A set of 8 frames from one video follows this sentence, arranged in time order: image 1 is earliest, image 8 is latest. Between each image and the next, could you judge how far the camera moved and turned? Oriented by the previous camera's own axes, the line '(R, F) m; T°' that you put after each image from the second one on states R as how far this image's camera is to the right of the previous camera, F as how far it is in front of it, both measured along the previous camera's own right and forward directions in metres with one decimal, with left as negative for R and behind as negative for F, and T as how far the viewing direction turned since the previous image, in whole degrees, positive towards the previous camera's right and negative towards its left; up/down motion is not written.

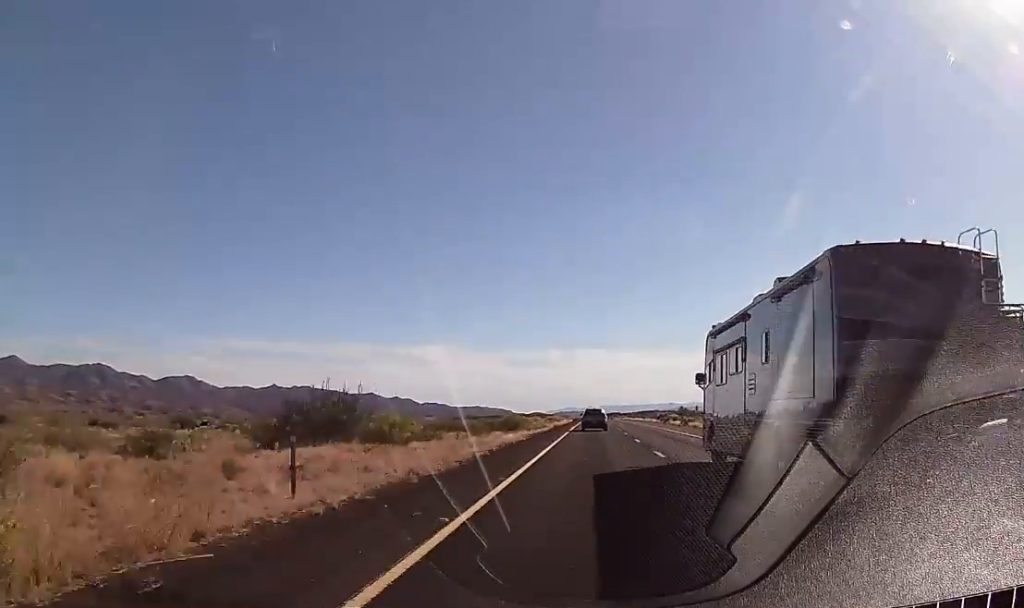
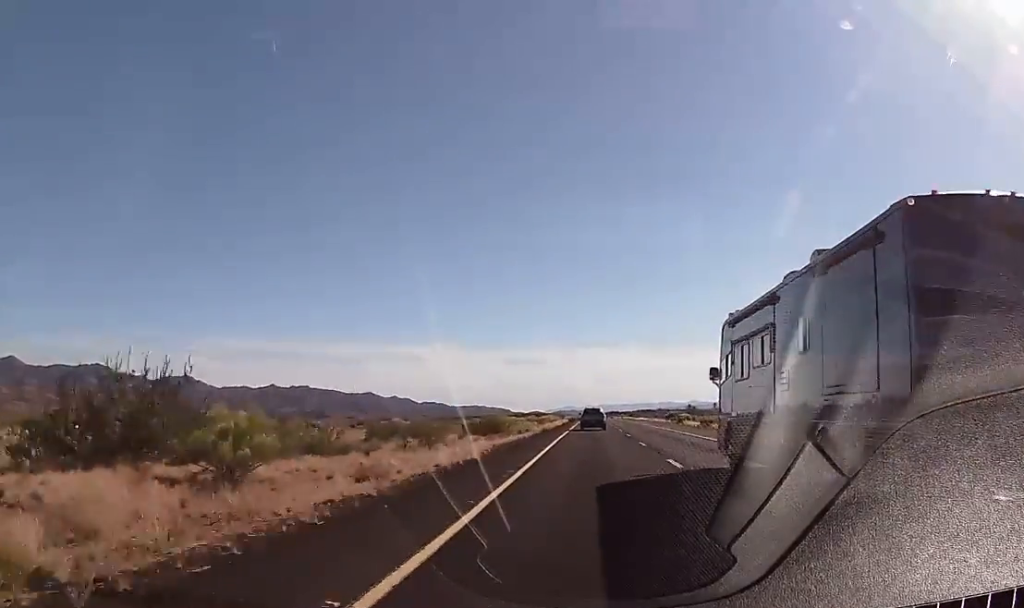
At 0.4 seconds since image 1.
(-0.1, +16.4) m; 0°
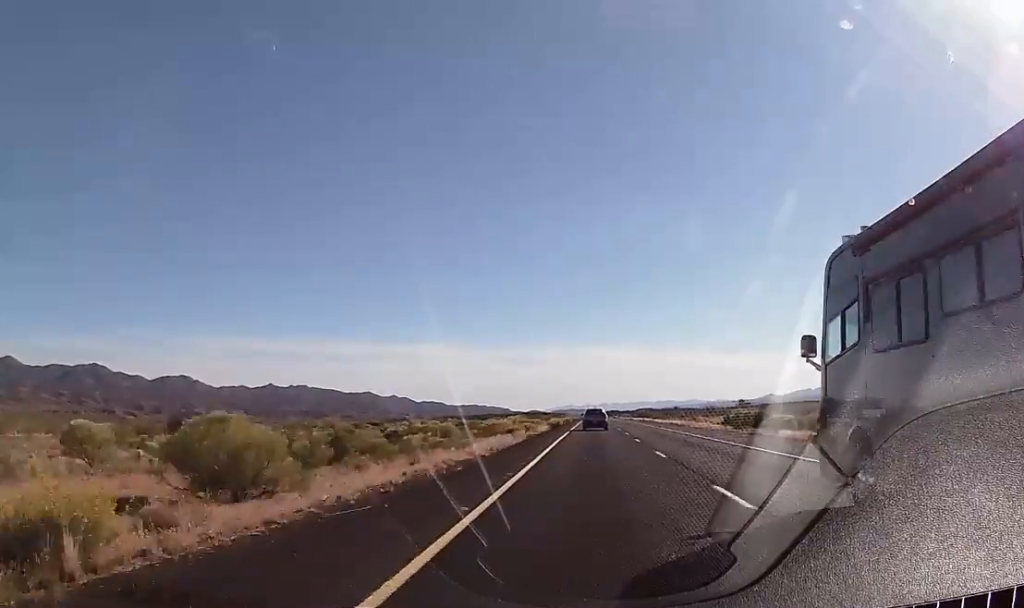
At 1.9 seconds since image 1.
(+0.3, +57.0) m; 0°
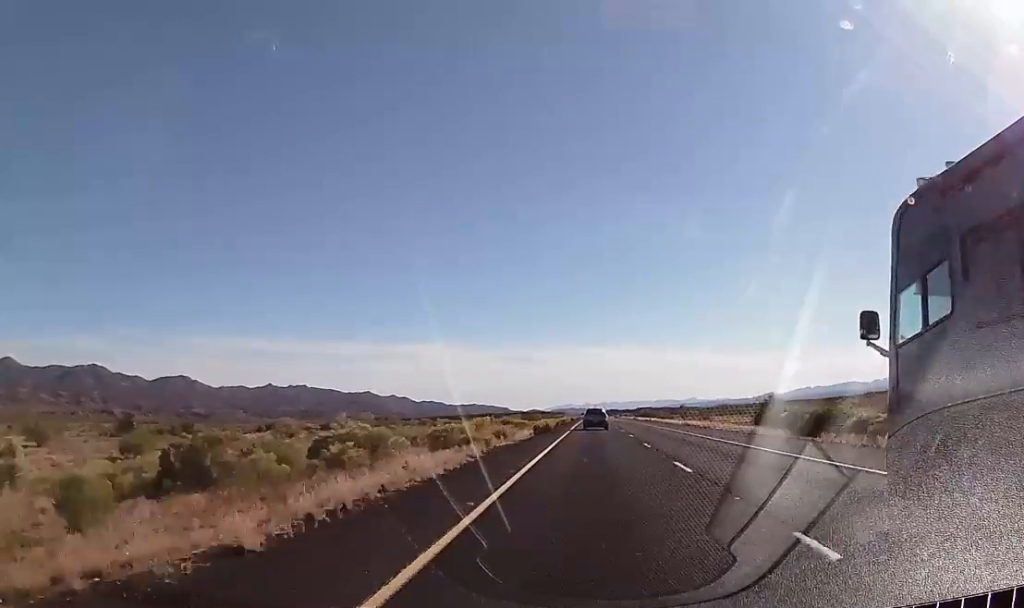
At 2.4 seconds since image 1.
(-0.1, +17.8) m; 0°
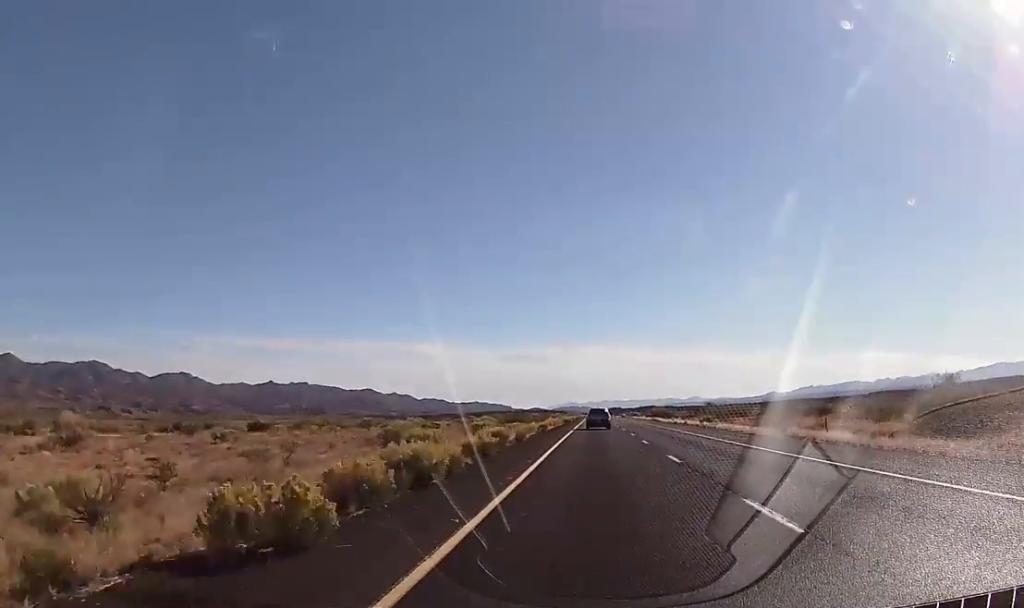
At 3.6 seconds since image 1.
(0.0, +44.4) m; 0°
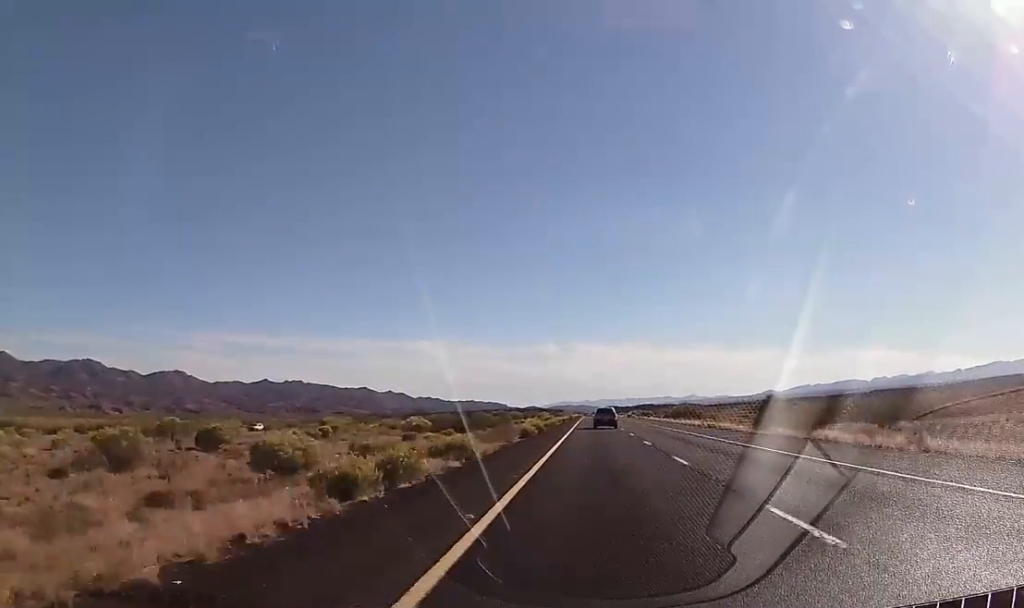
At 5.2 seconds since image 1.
(0.0, +60.7) m; 0°
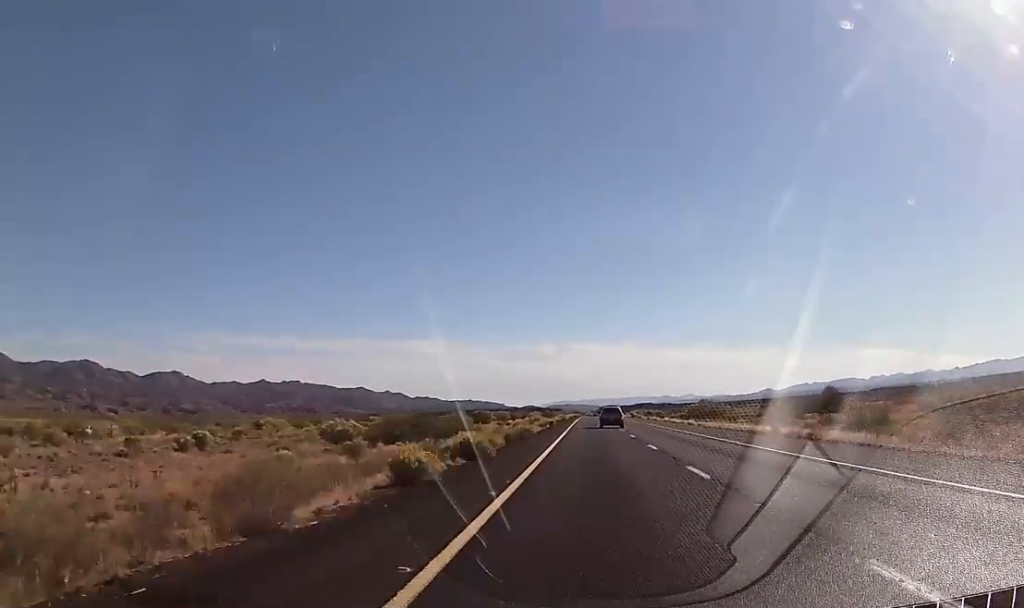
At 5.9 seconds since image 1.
(+0.1, +27.9) m; 0°
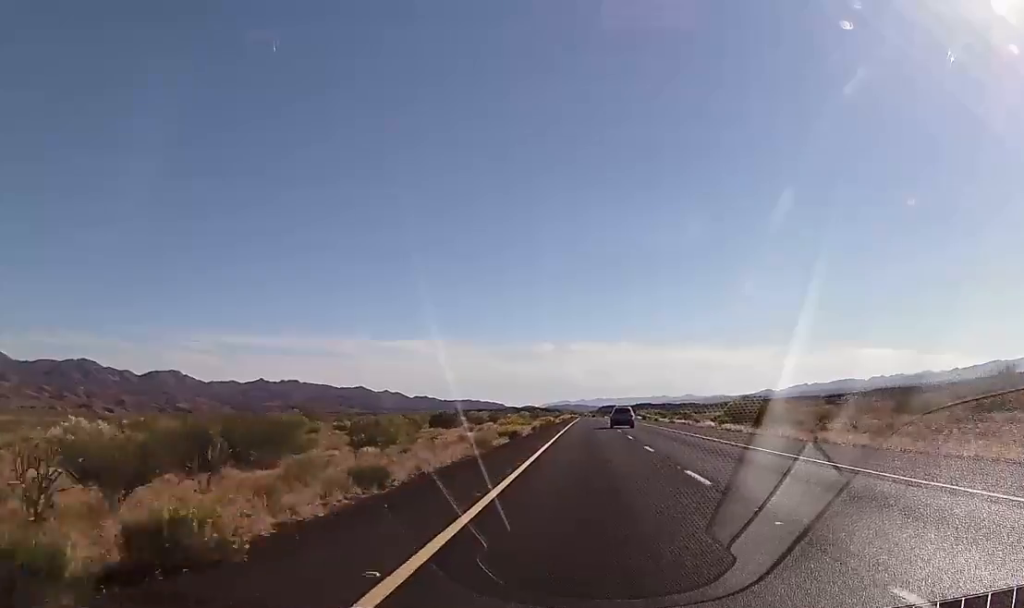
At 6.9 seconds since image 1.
(+0.1, +36.7) m; 0°
